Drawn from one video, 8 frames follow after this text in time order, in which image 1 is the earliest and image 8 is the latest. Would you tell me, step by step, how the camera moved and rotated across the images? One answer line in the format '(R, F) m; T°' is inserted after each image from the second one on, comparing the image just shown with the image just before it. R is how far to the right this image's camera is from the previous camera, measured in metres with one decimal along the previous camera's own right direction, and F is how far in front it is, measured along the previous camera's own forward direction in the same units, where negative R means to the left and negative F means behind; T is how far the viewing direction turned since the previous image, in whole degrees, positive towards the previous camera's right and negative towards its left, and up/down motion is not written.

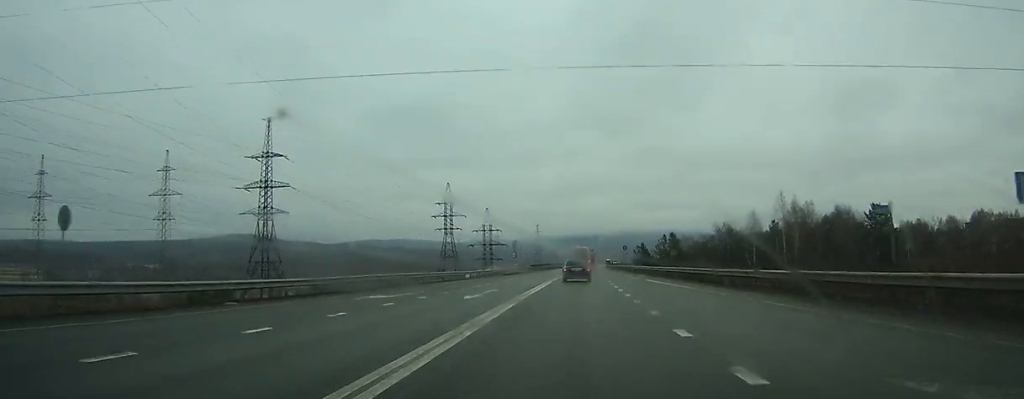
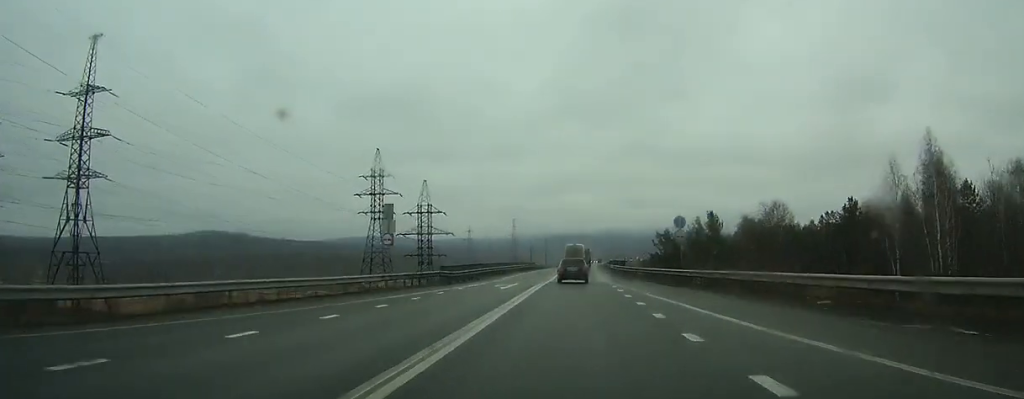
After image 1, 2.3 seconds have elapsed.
(+0.4, +57.8) m; +1°
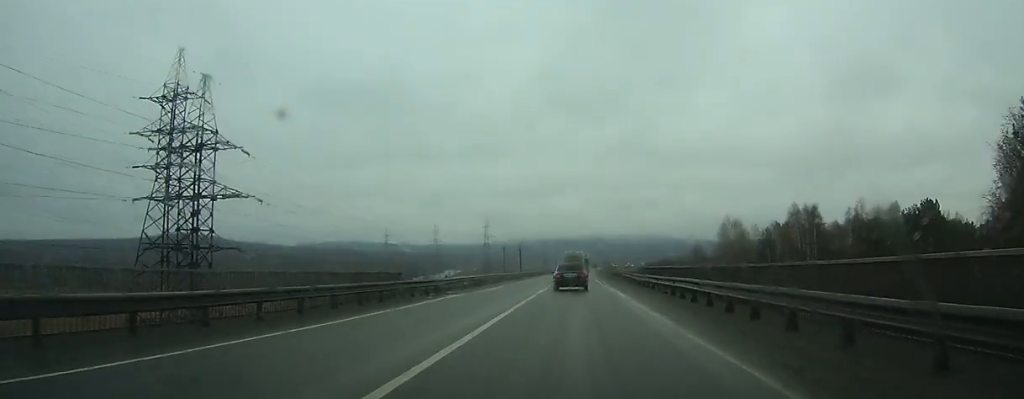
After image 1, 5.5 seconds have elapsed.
(+1.3, +71.6) m; +2°
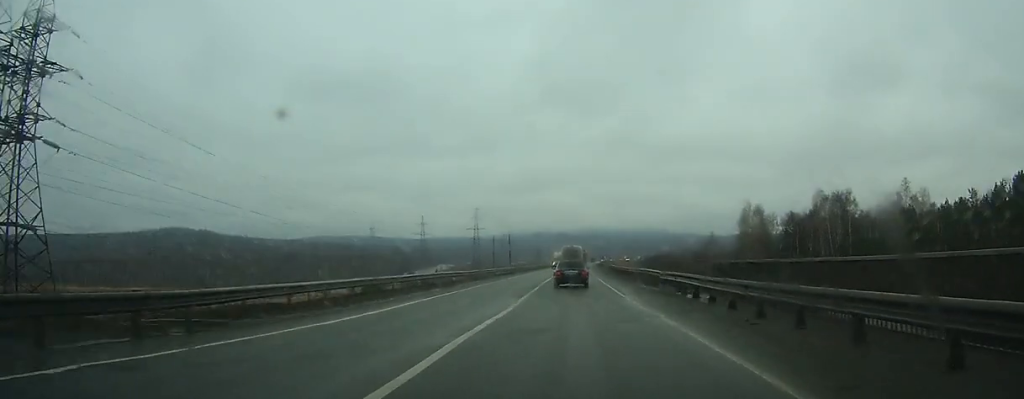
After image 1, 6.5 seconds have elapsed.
(+0.1, +21.9) m; 0°
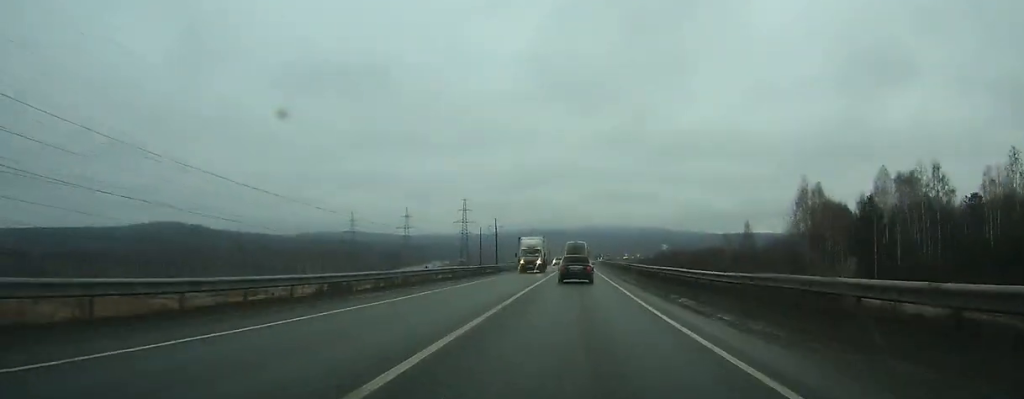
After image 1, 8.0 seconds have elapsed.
(+0.1, +33.4) m; 0°
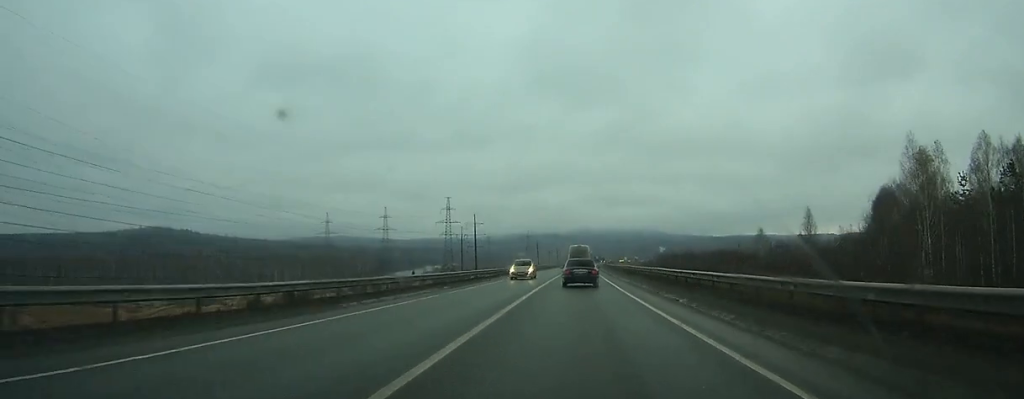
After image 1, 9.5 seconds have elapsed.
(+0.1, +36.2) m; 0°
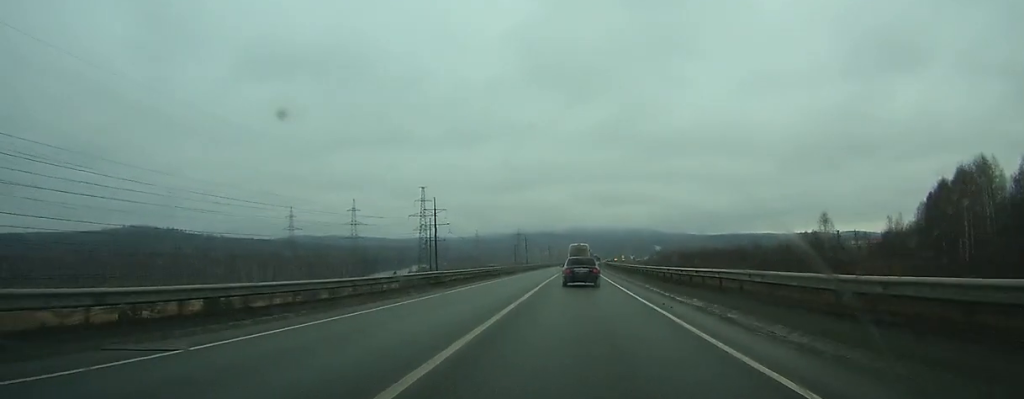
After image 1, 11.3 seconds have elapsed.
(+0.1, +41.2) m; +1°
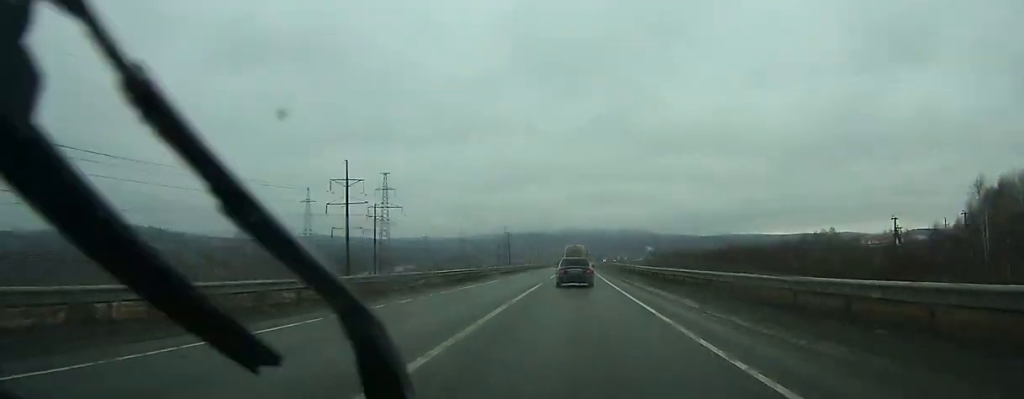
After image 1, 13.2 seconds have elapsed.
(+0.4, +45.5) m; +1°
